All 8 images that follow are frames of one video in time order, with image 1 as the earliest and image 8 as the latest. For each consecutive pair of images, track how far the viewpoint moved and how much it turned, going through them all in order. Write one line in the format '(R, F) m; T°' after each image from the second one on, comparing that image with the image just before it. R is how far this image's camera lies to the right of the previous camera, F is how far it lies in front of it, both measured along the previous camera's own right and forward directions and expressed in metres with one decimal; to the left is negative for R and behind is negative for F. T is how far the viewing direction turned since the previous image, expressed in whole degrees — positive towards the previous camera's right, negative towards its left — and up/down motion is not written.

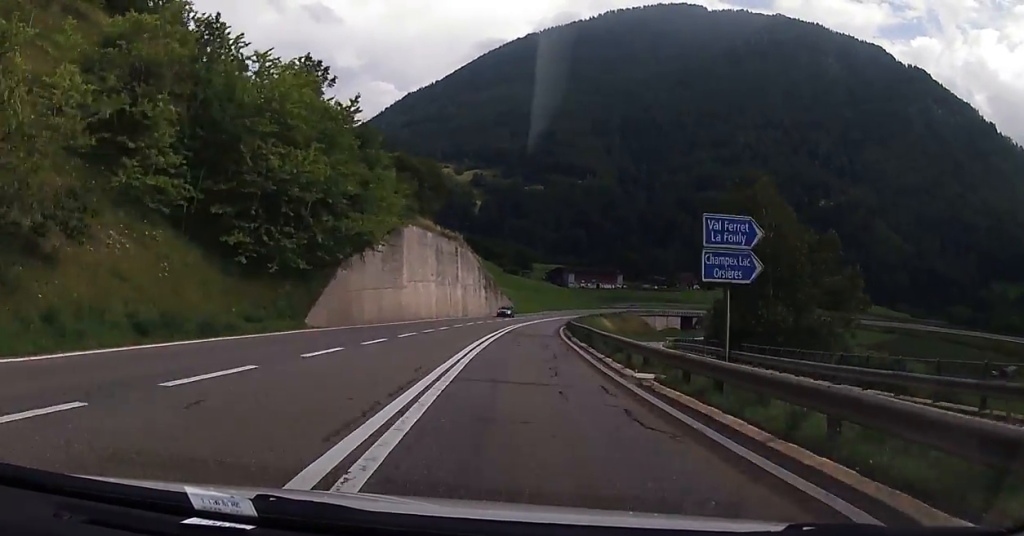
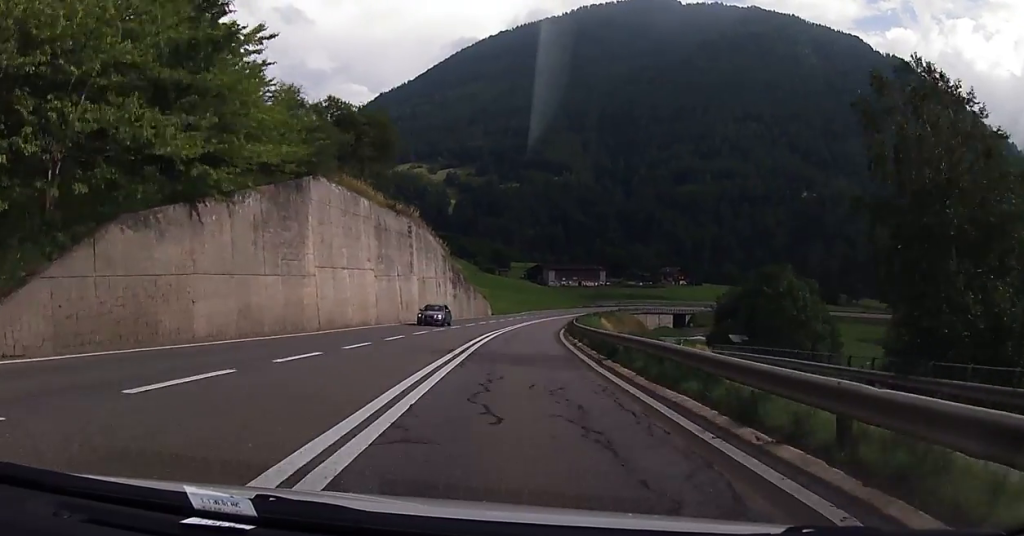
(+0.3, +16.8) m; +2°
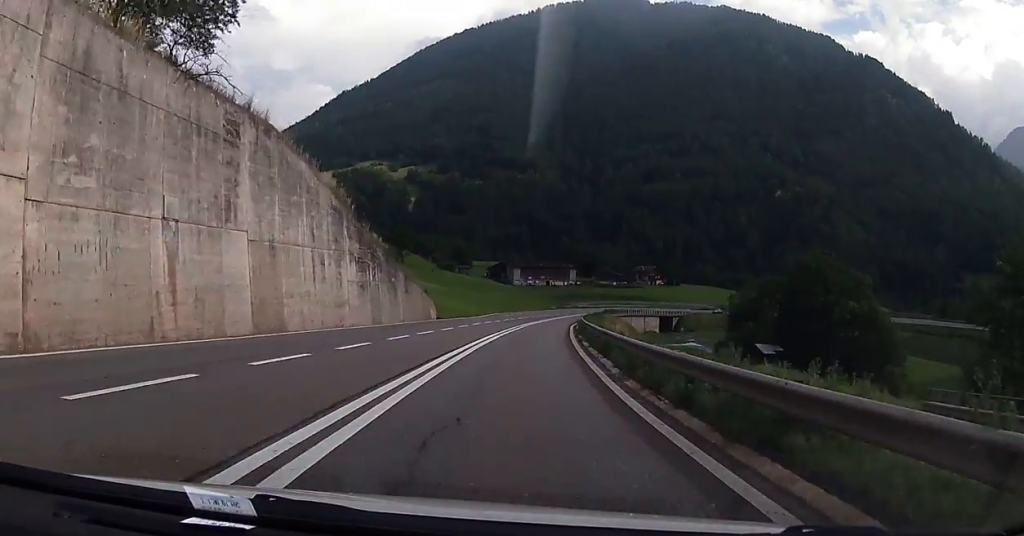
(+0.9, +27.8) m; +3°
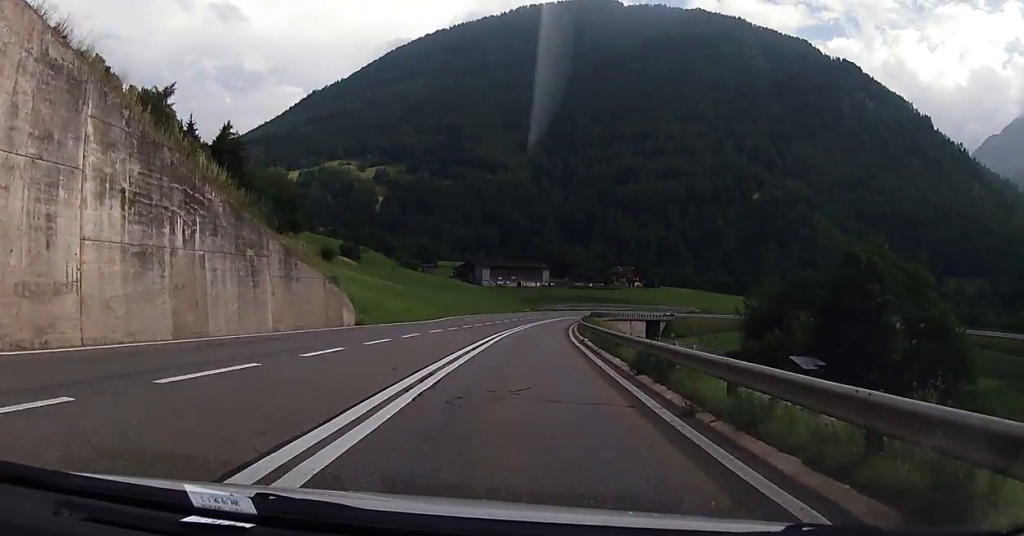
(+0.3, +21.0) m; +2°
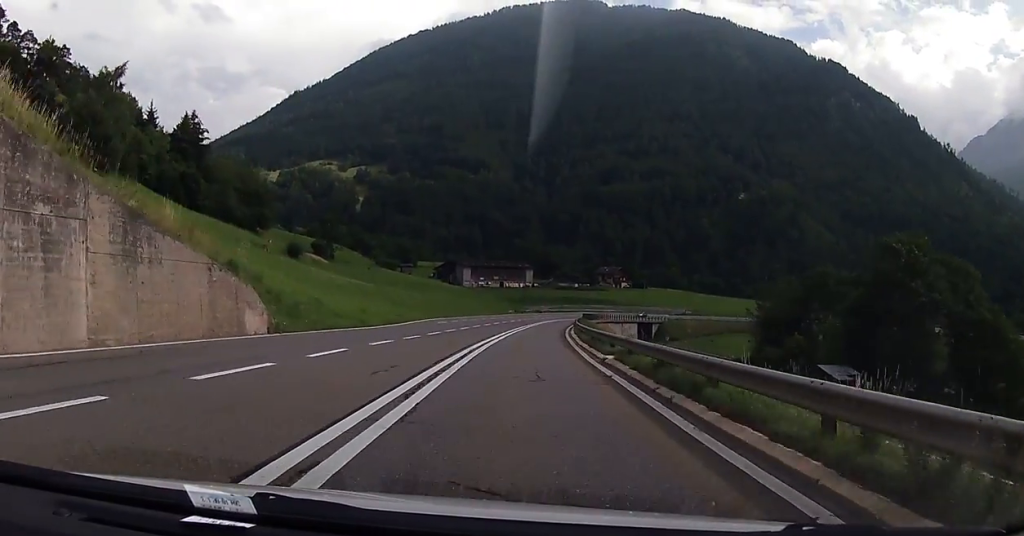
(+0.1, +10.0) m; +1°
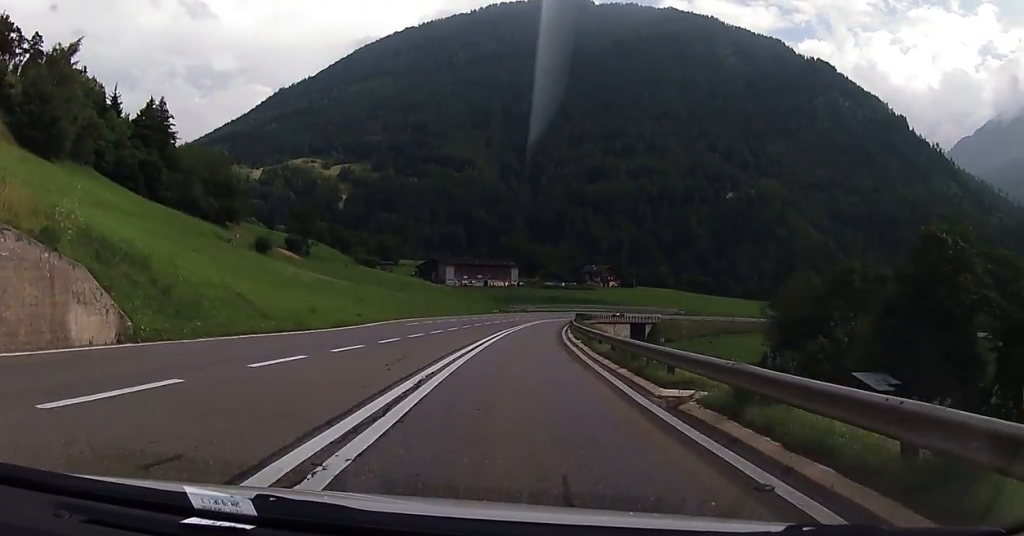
(+0.1, +8.6) m; +1°
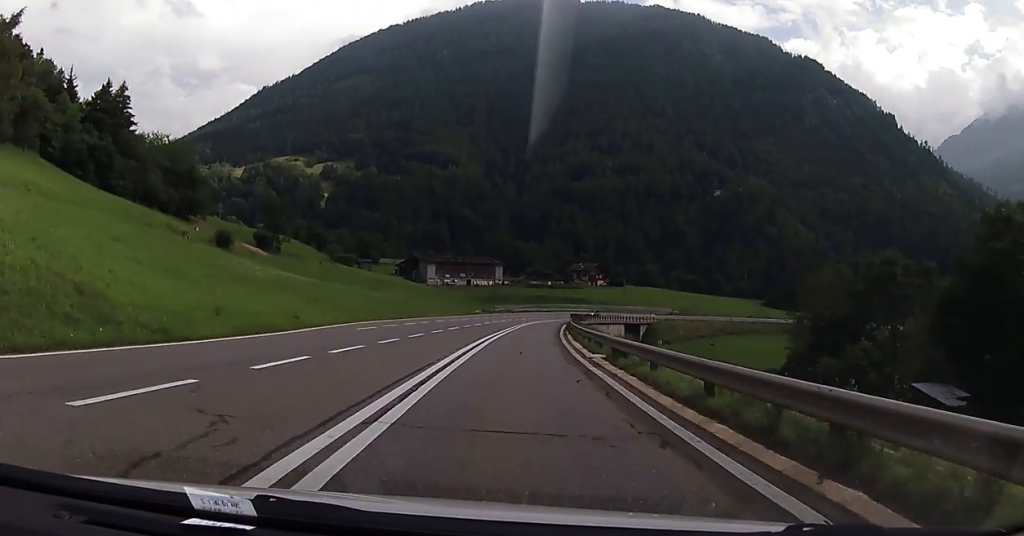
(+0.2, +10.1) m; +1°
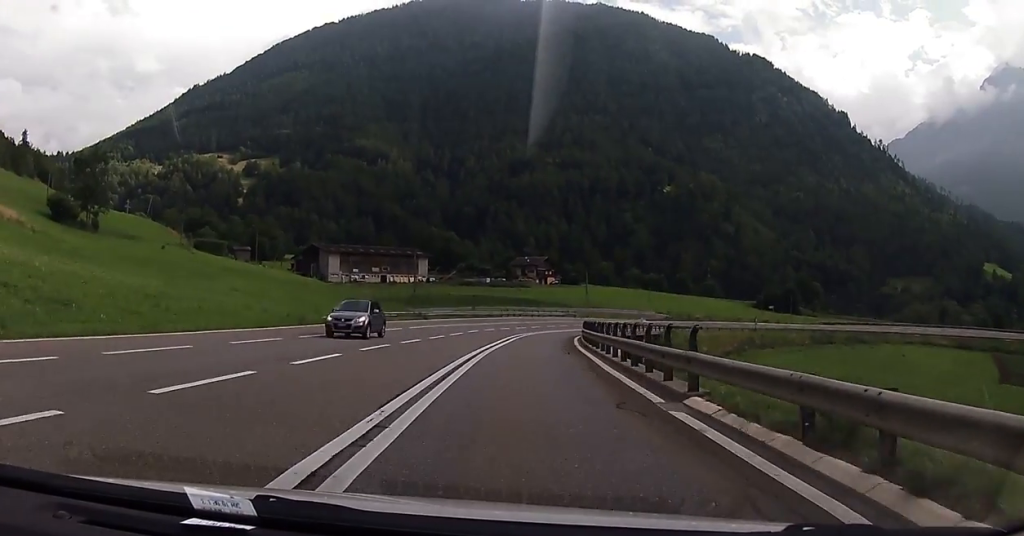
(+3.0, +58.2) m; +6°
